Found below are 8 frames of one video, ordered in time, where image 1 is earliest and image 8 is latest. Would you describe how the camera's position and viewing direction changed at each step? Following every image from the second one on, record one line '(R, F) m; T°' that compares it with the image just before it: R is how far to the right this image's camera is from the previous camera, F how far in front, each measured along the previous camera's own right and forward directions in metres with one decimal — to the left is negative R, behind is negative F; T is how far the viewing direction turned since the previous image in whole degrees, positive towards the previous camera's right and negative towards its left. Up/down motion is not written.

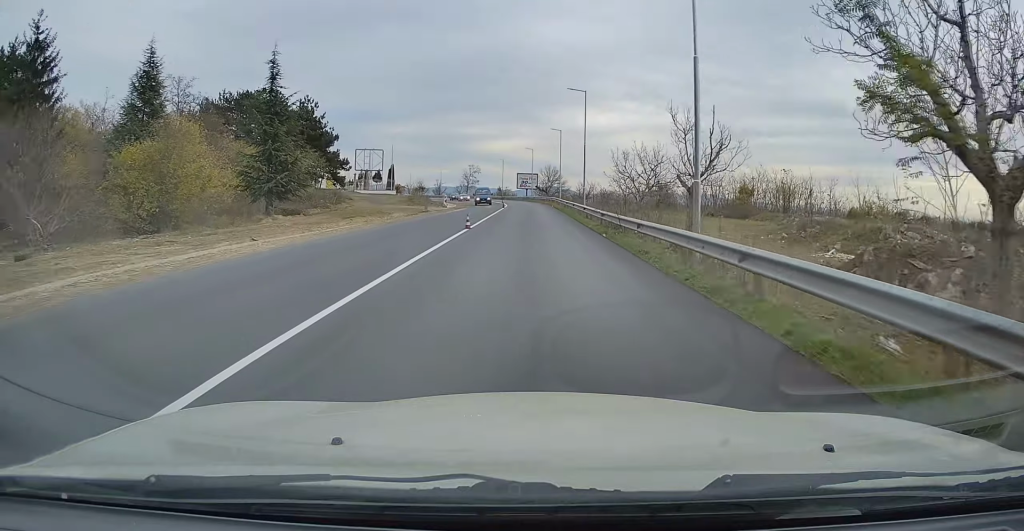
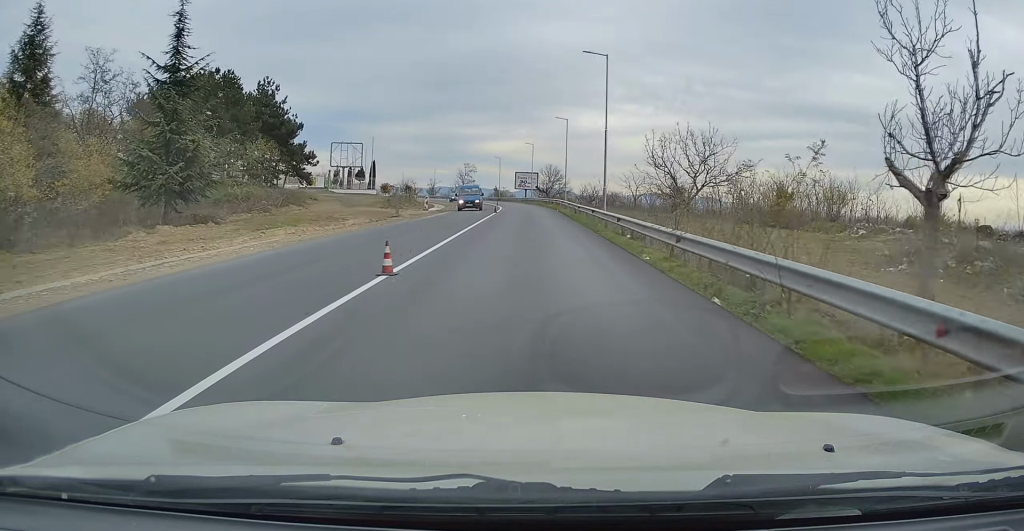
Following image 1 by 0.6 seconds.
(-0.1, +12.4) m; 0°
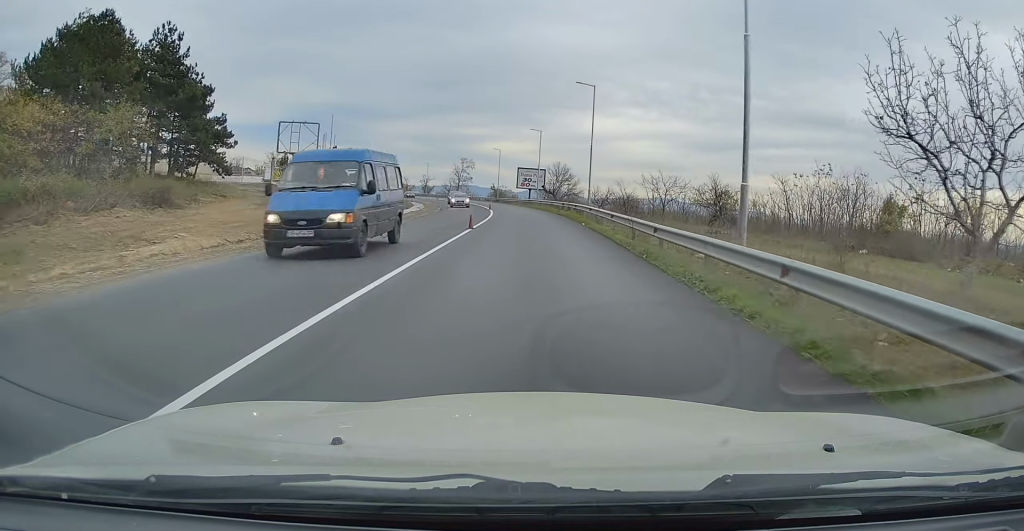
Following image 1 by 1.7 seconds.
(0.0, +20.8) m; 0°
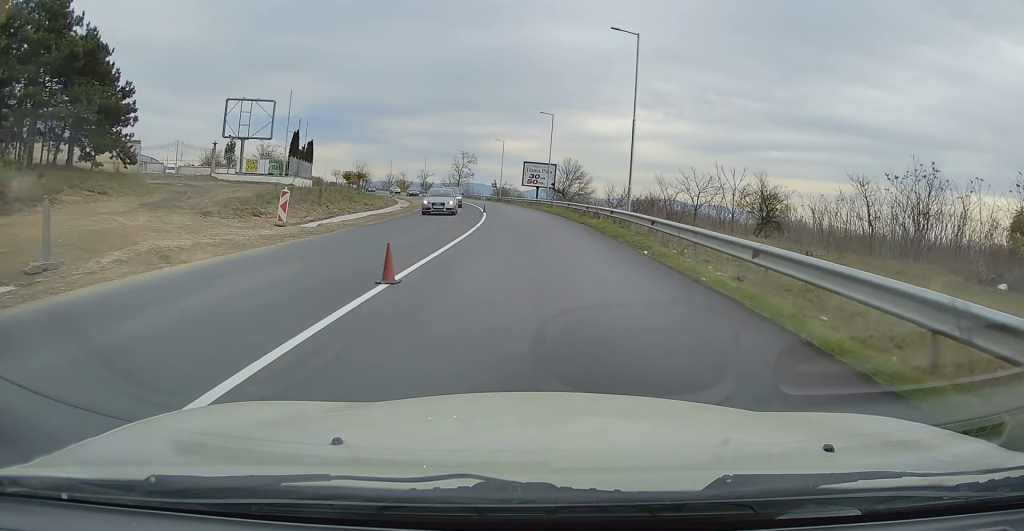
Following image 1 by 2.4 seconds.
(-0.1, +14.2) m; 0°
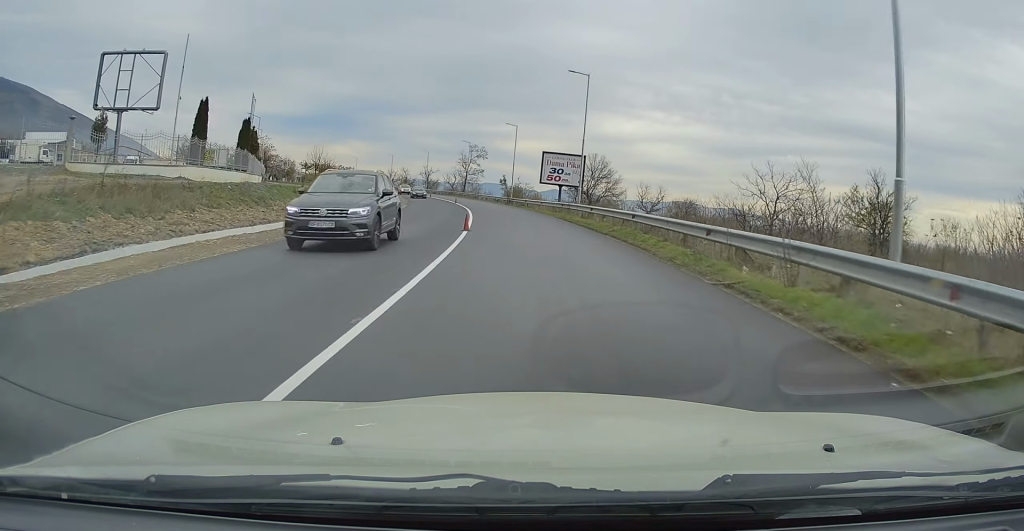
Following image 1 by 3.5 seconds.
(0.0, +20.0) m; -1°
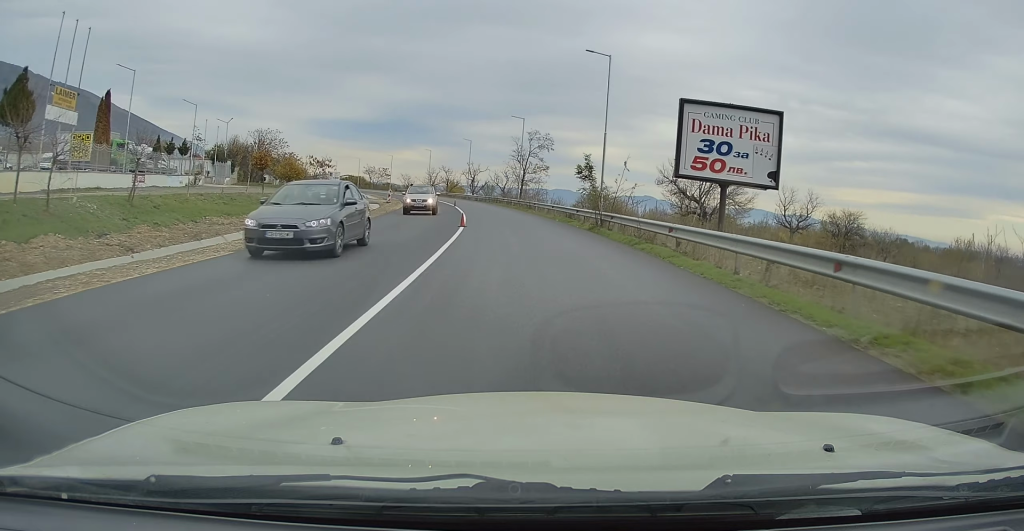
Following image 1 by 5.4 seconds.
(-2.2, +37.2) m; -7°
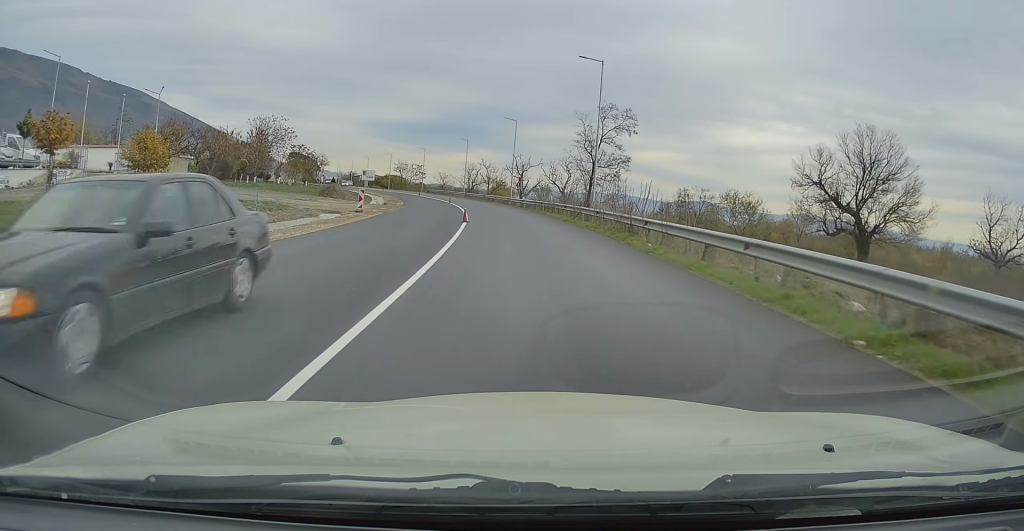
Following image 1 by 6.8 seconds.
(-0.7, +27.9) m; -4°
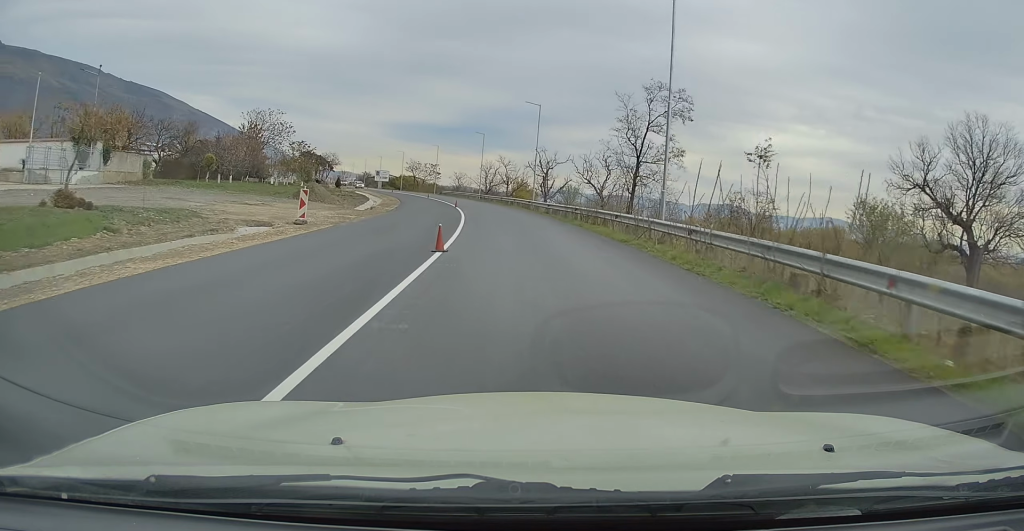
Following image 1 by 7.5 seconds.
(-0.3, +12.4) m; -2°
